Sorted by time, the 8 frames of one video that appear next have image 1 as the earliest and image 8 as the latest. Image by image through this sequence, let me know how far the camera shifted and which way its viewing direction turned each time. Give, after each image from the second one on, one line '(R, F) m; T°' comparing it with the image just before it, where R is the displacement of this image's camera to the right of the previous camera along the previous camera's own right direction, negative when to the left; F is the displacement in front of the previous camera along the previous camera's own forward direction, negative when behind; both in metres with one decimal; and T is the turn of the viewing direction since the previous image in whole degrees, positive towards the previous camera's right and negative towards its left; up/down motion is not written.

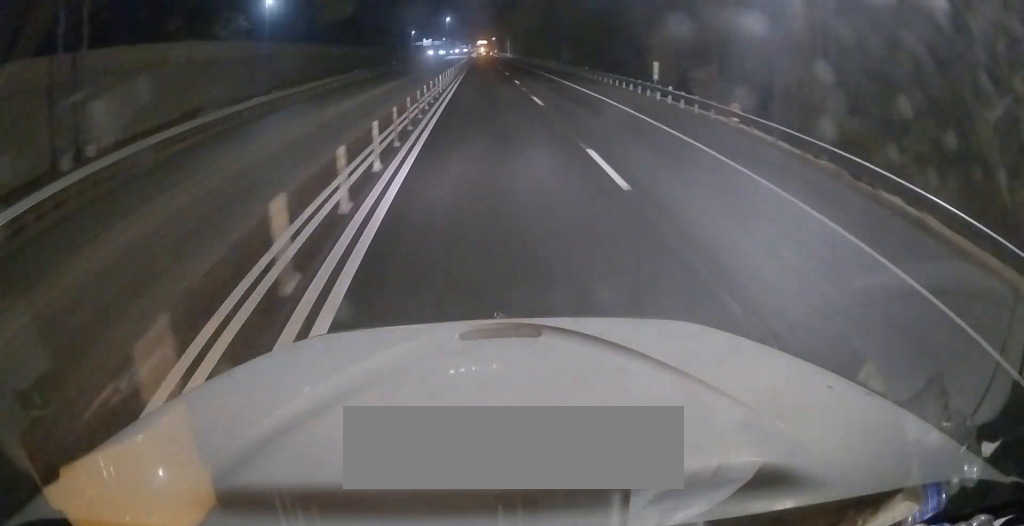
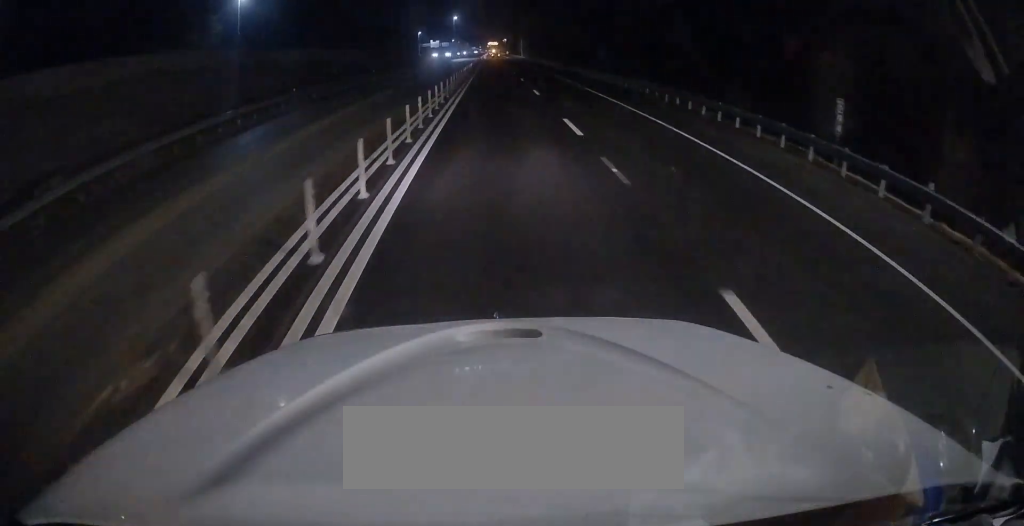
(-0.1, +18.6) m; 0°
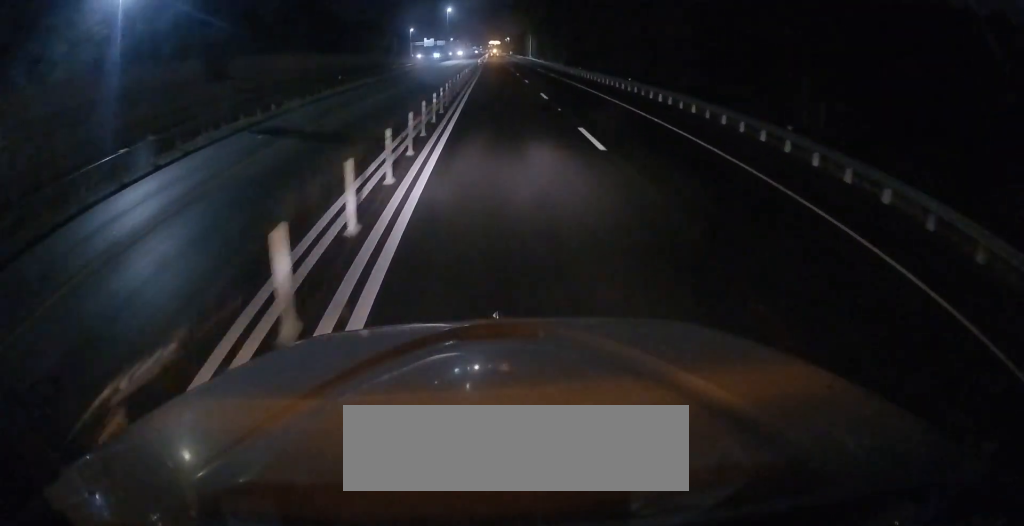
(-0.1, +38.1) m; 0°
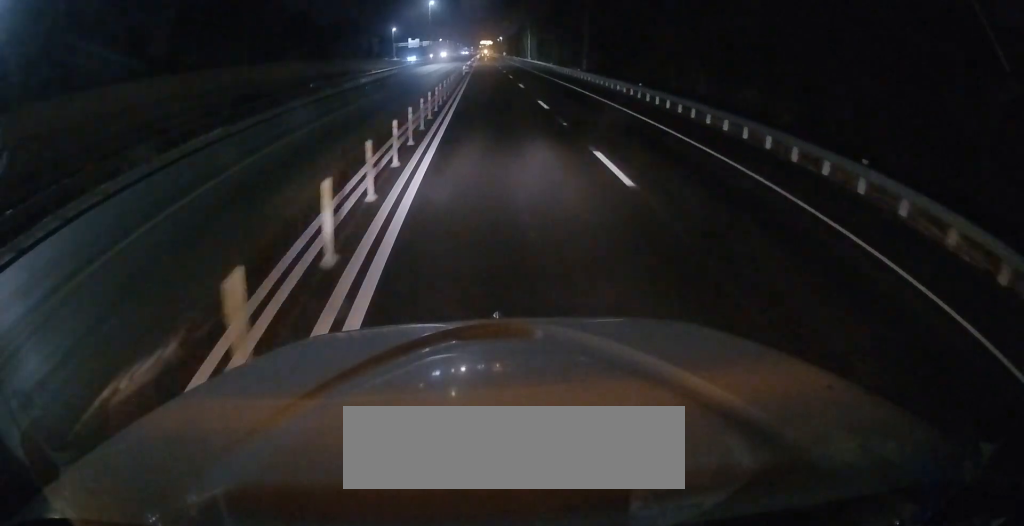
(0.0, +27.2) m; 0°
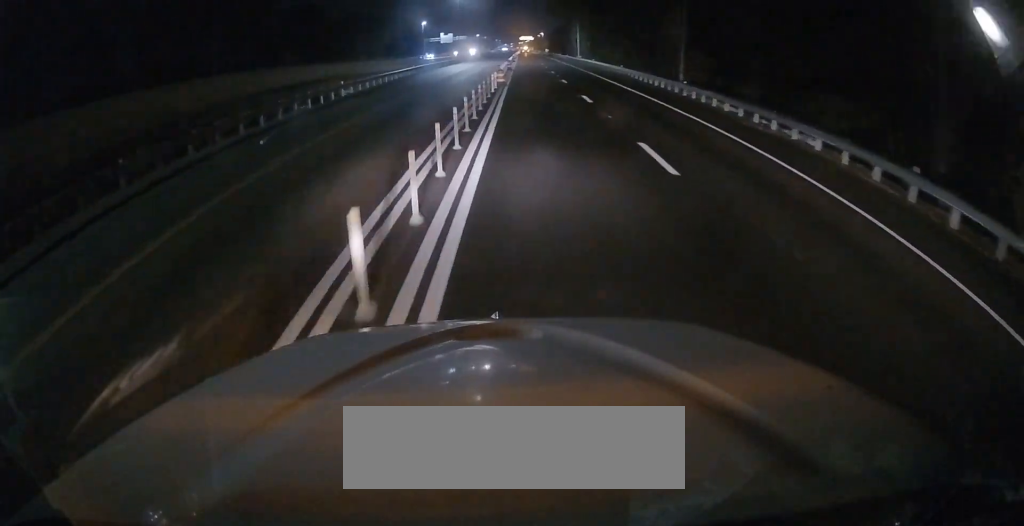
(0.0, +22.8) m; -1°
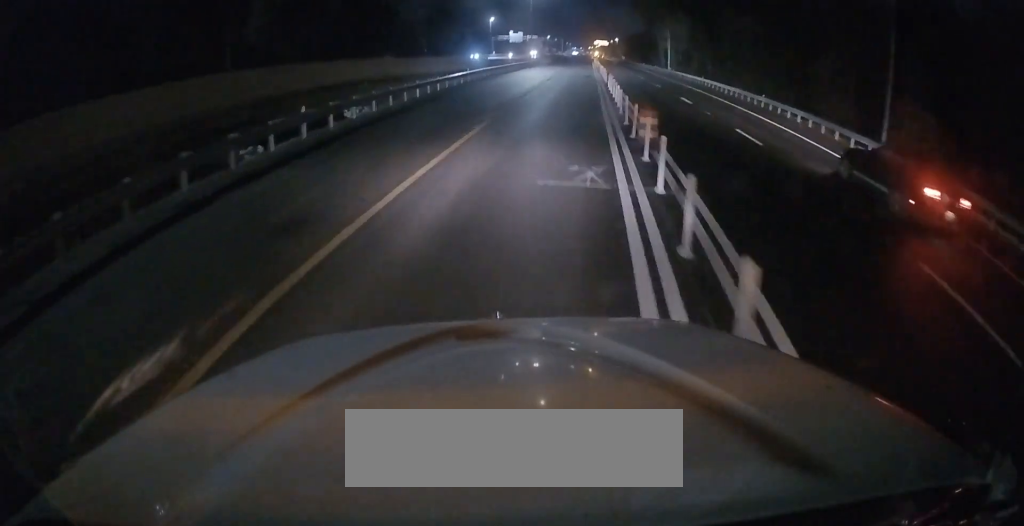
(-1.0, +17.5) m; -9°
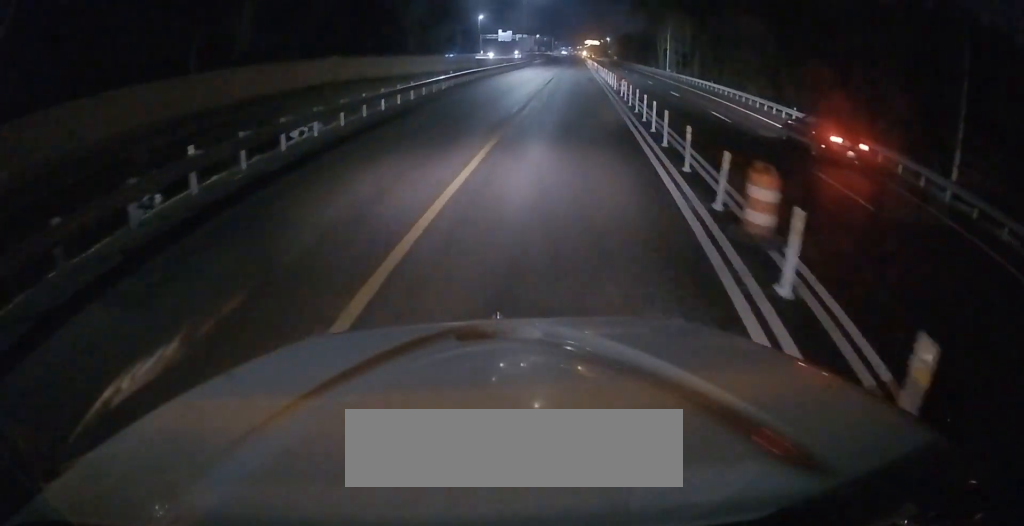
(-0.5, +6.1) m; -3°
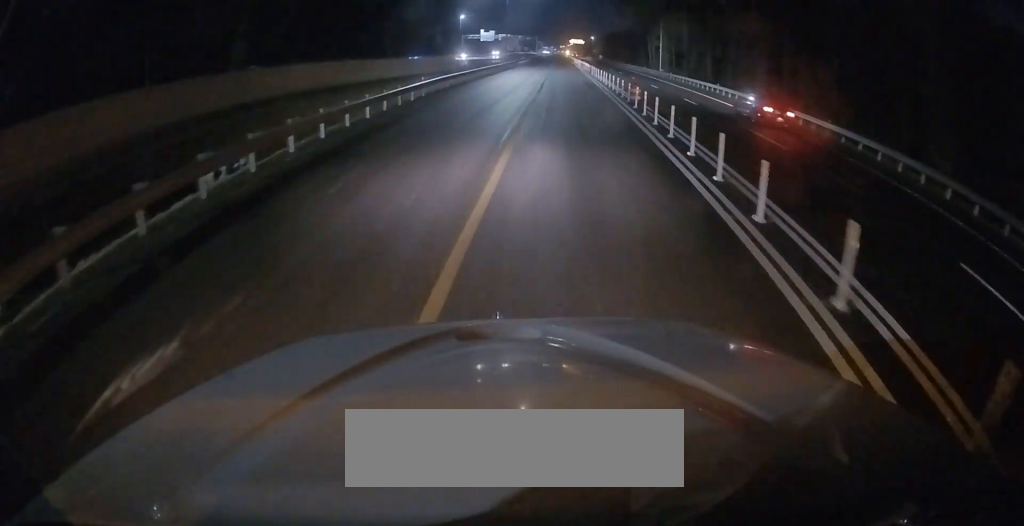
(-0.1, +5.7) m; +1°
